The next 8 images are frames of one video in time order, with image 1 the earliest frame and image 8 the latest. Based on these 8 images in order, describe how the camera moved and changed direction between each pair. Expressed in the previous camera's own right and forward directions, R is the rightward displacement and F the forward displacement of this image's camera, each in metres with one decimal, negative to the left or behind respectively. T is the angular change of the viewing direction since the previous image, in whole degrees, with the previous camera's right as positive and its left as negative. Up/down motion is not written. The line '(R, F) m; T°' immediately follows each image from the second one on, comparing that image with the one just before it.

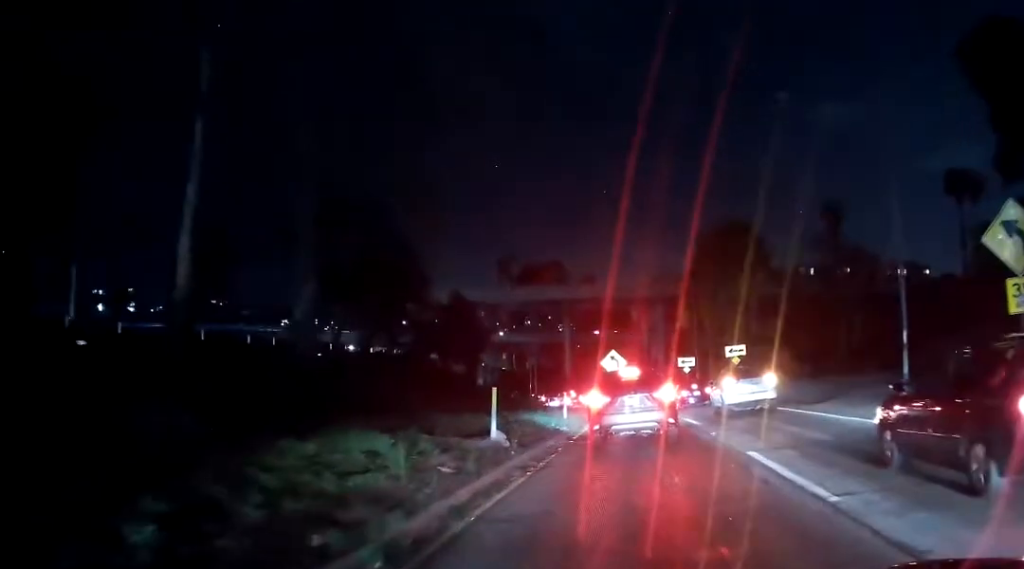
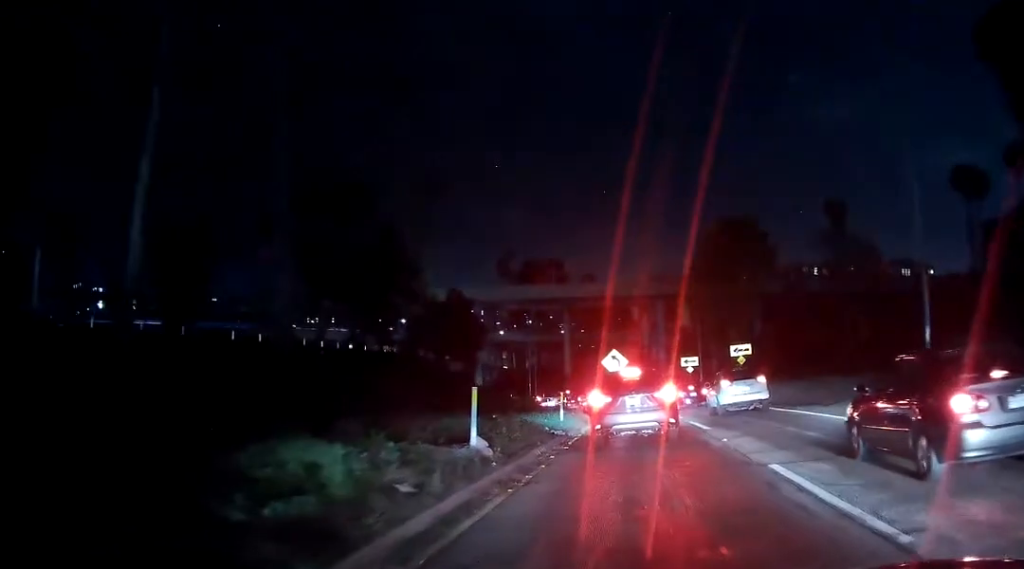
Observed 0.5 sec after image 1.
(0.0, +2.0) m; 0°
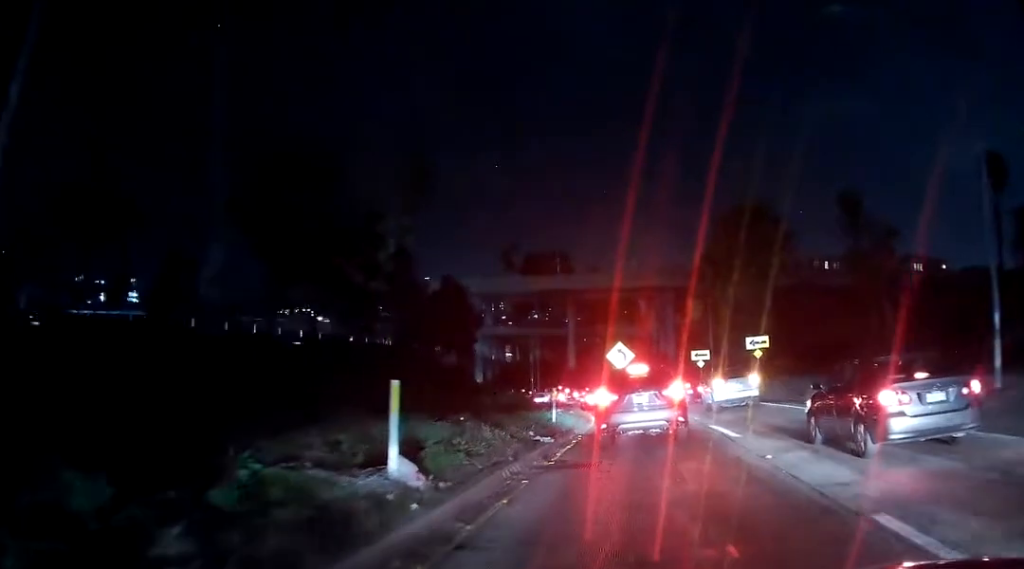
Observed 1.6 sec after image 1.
(0.0, +4.6) m; -1°
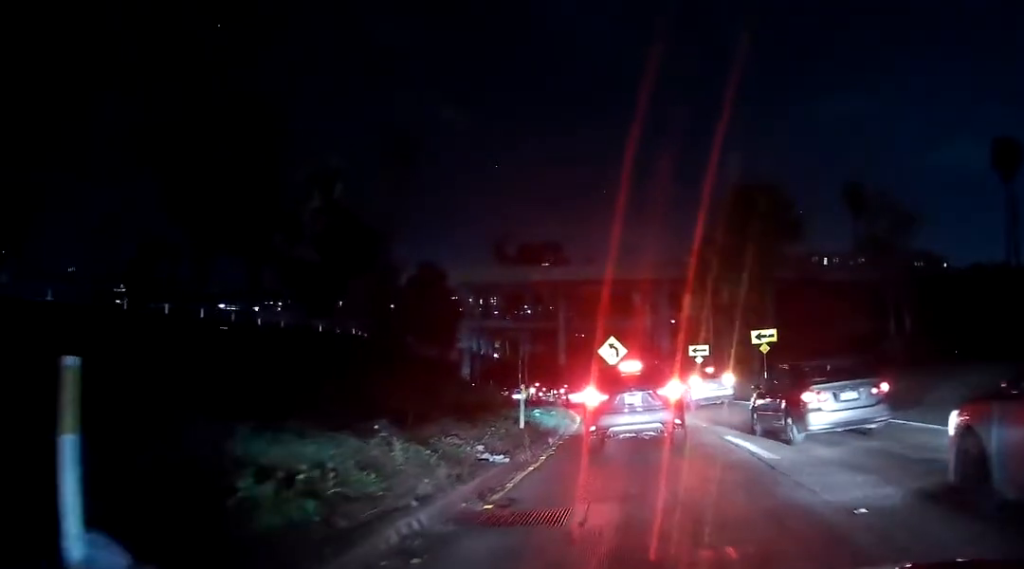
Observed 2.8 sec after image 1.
(0.0, +5.1) m; +4°
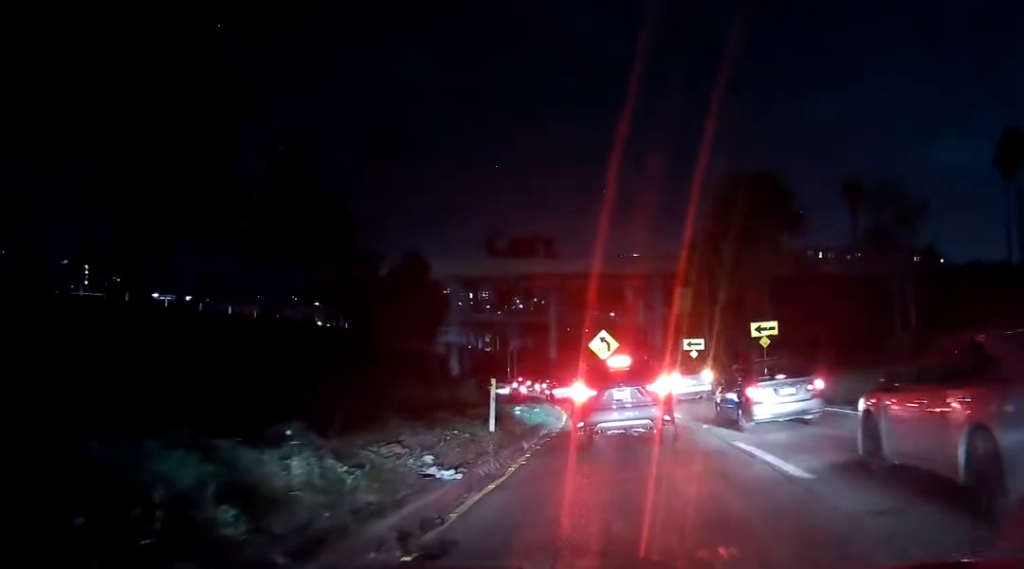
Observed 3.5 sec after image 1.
(+0.1, +2.9) m; +5°
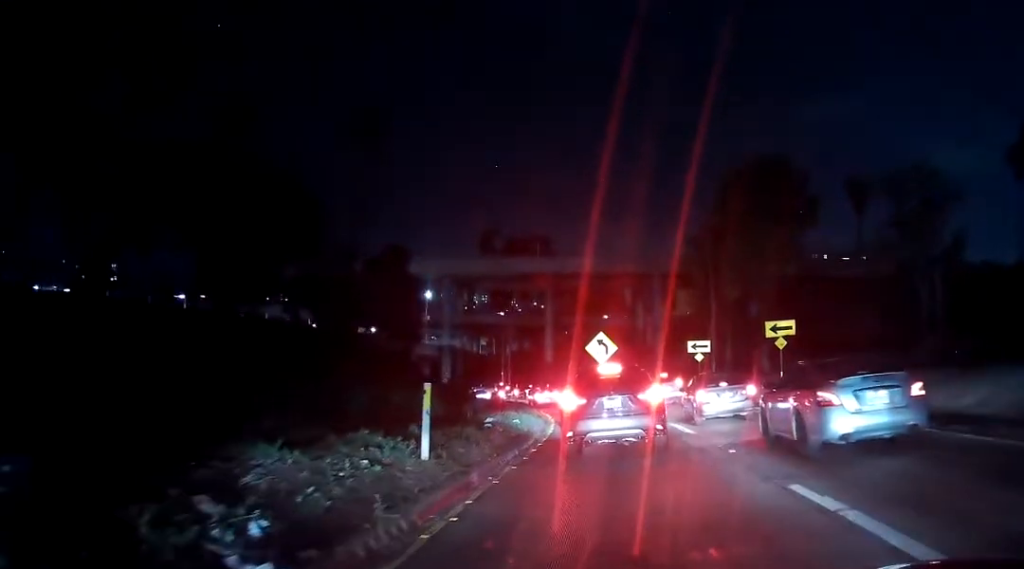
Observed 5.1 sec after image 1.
(+0.3, +5.1) m; -4°
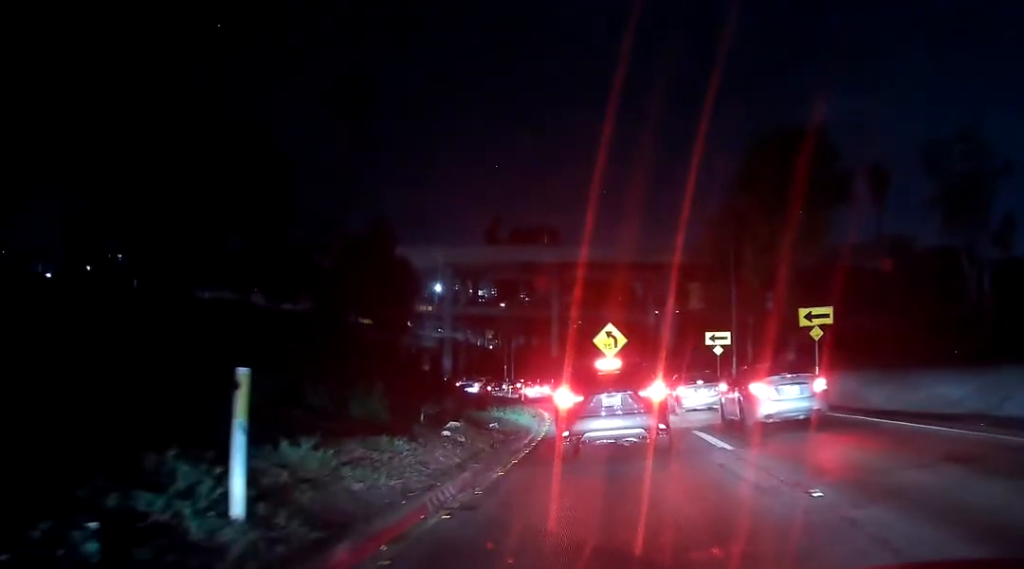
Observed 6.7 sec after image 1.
(-0.6, +5.3) m; -6°
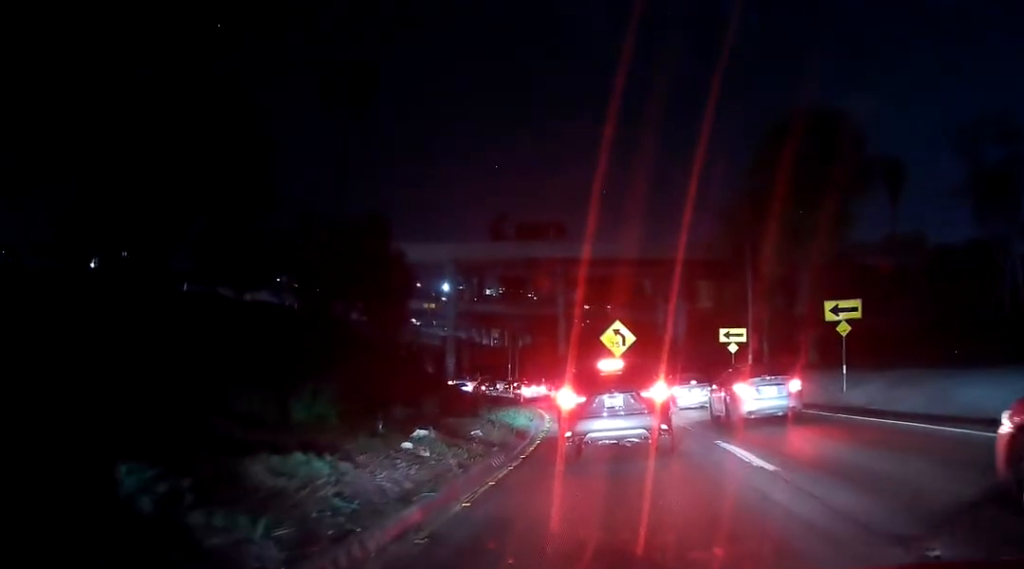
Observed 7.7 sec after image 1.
(+0.1, +3.4) m; +2°
